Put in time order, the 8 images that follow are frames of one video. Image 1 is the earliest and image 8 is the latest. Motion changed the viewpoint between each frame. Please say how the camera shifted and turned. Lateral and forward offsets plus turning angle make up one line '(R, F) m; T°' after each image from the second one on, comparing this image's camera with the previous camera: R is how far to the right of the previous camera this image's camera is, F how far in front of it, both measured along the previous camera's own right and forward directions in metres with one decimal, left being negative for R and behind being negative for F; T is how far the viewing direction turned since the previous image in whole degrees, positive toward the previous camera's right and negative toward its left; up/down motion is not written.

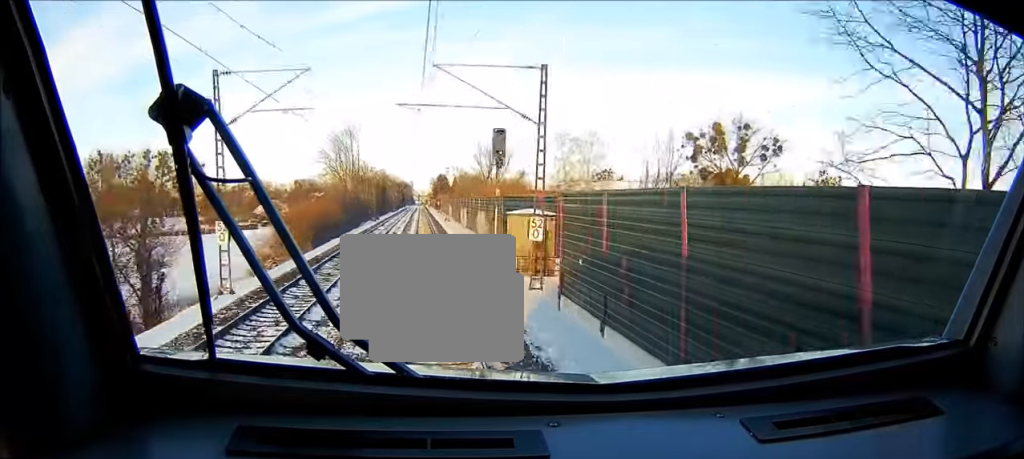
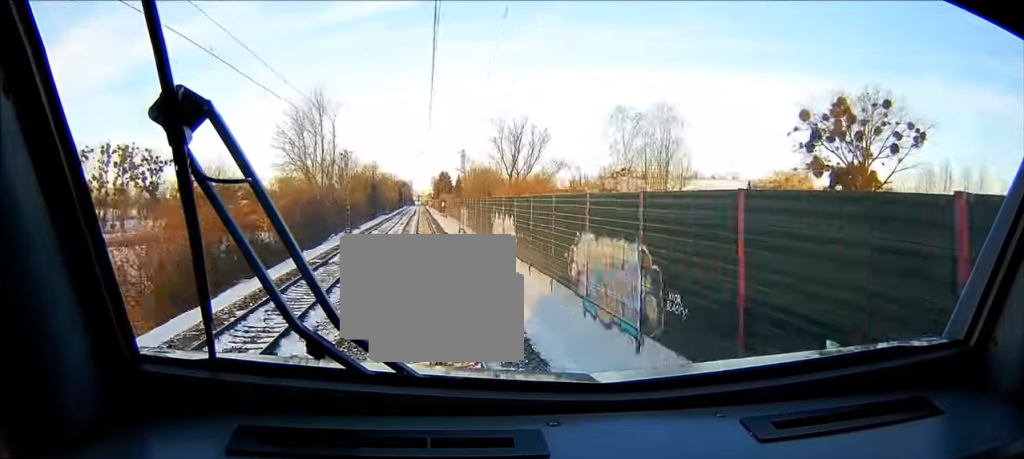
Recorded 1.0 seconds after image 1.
(+0.2, +39.1) m; 0°
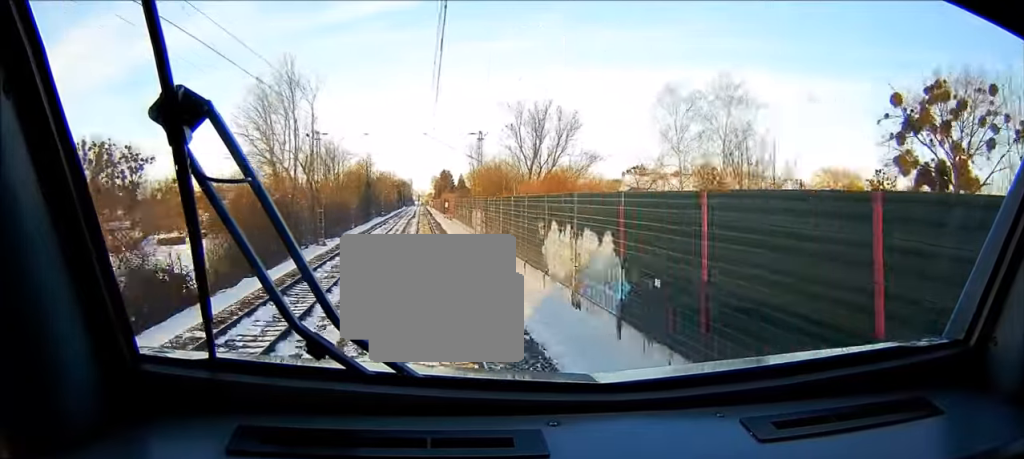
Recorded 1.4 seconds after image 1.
(+0.1, +18.8) m; 0°
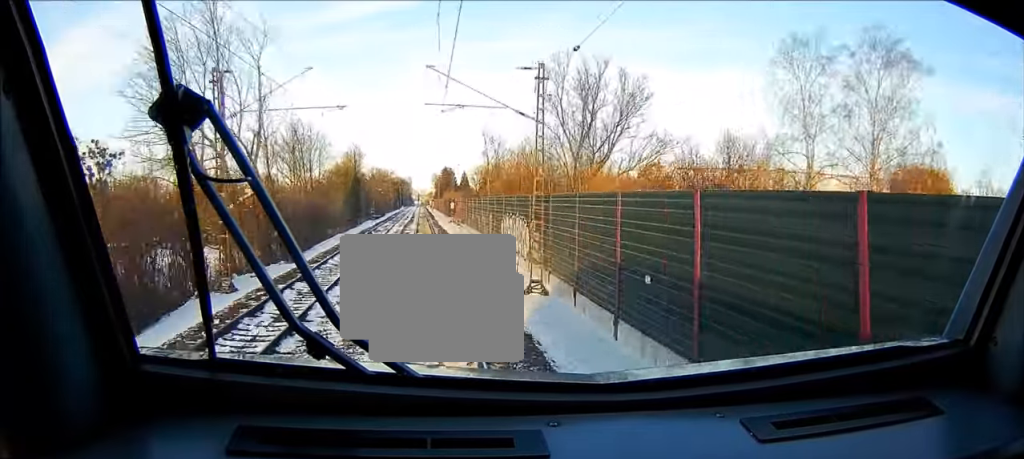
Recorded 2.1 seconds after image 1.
(+0.1, +25.5) m; 0°
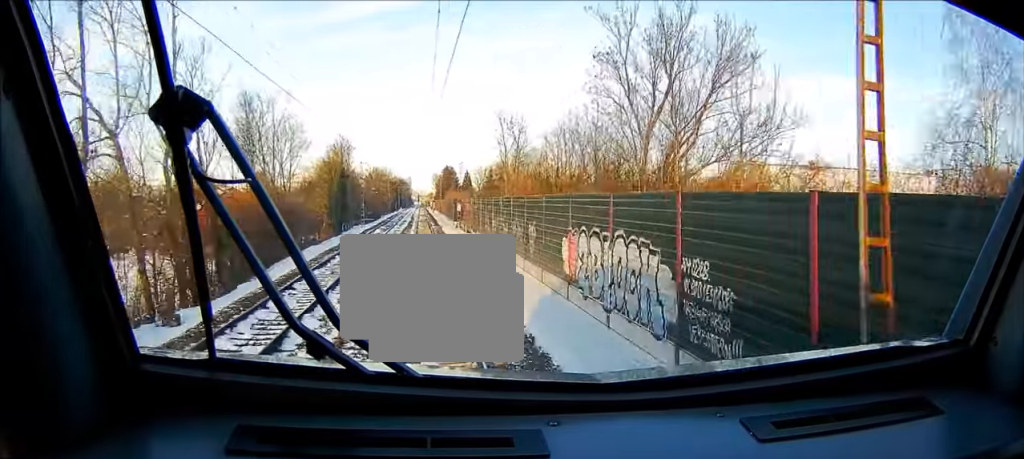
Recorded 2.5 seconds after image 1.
(0.0, +18.8) m; 0°
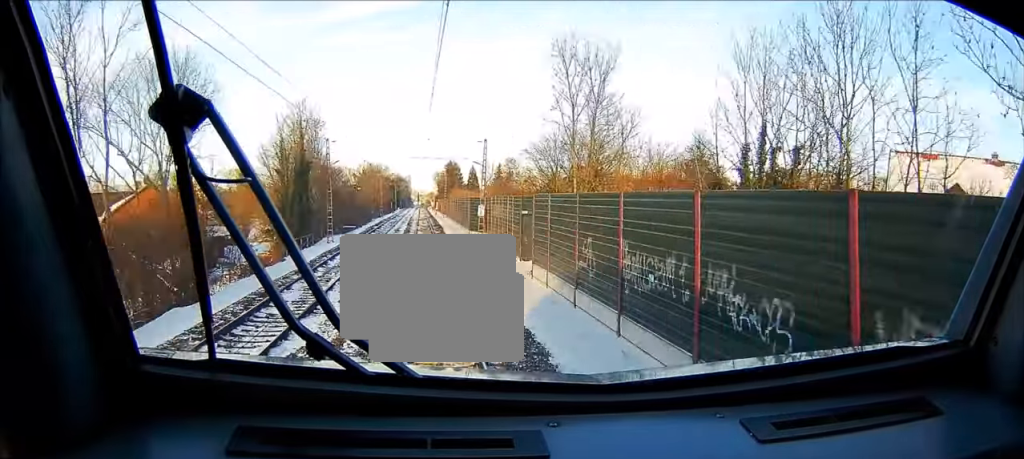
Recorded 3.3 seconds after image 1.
(+0.1, +32.1) m; 0°
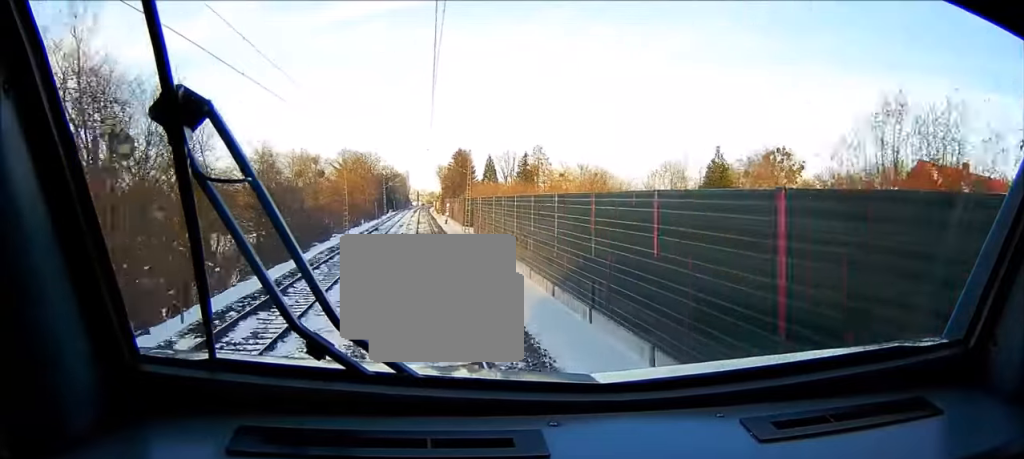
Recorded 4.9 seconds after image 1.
(+0.2, +64.1) m; 0°
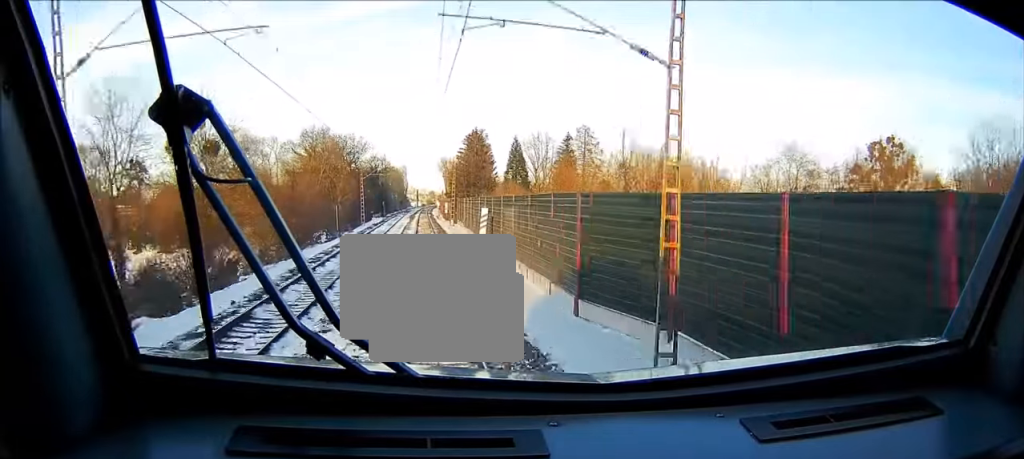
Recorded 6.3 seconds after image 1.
(-0.1, +54.4) m; 0°
